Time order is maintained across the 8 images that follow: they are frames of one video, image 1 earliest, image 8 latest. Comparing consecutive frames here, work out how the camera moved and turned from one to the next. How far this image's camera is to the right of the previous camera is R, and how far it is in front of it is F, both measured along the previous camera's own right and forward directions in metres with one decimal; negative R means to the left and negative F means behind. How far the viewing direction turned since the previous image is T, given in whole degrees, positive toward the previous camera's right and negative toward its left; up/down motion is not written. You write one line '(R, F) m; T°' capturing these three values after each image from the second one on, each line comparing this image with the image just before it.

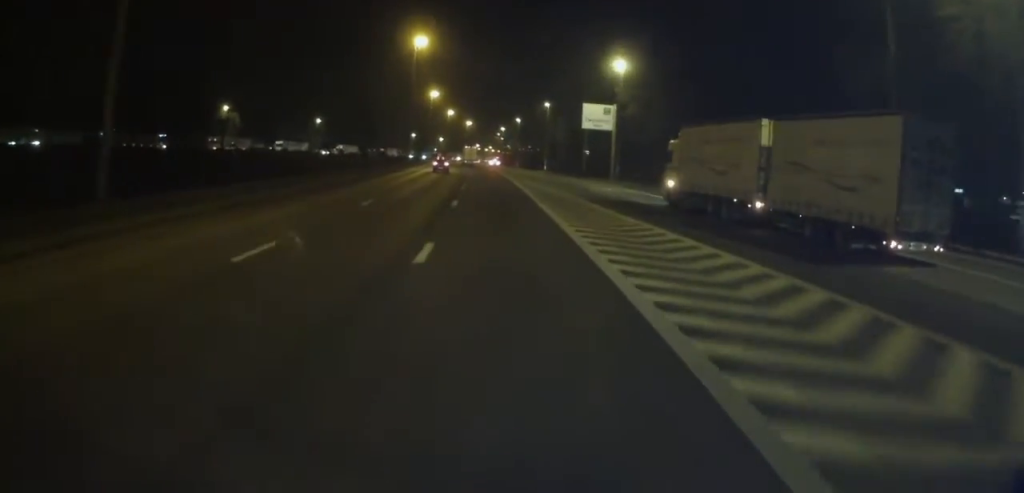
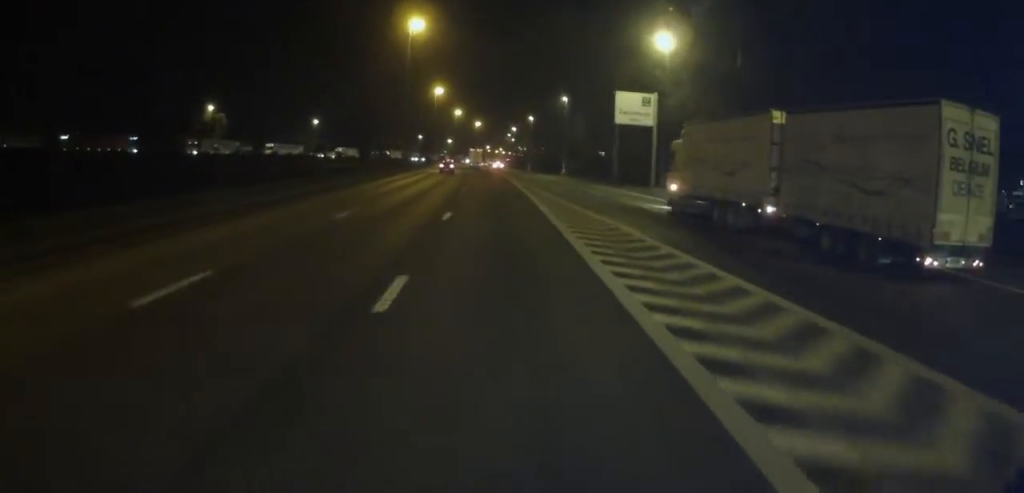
(-0.4, +16.2) m; -2°
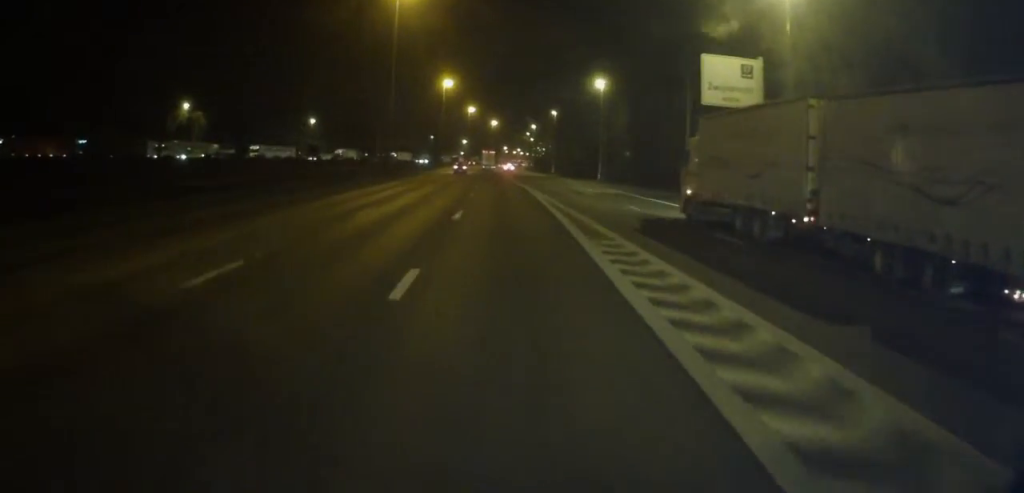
(-0.6, +22.4) m; -2°
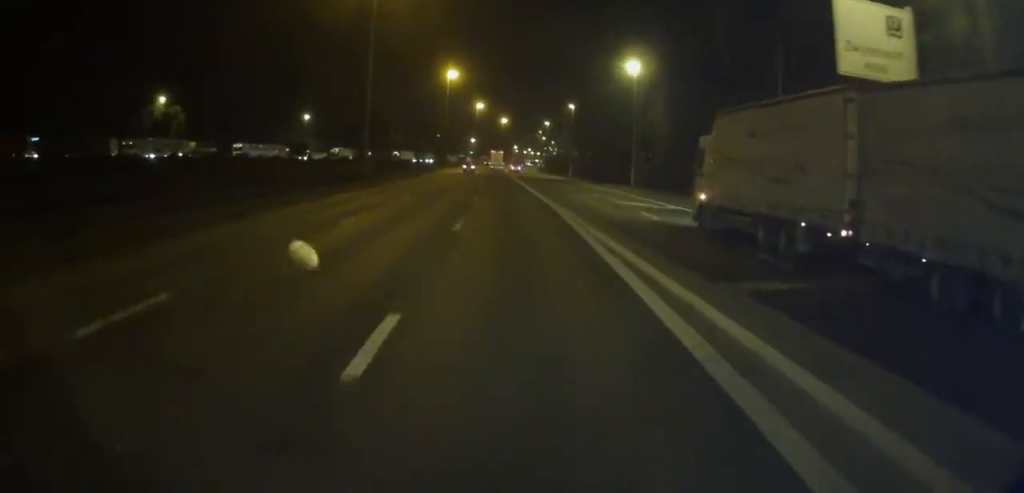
(-0.2, +15.4) m; -1°
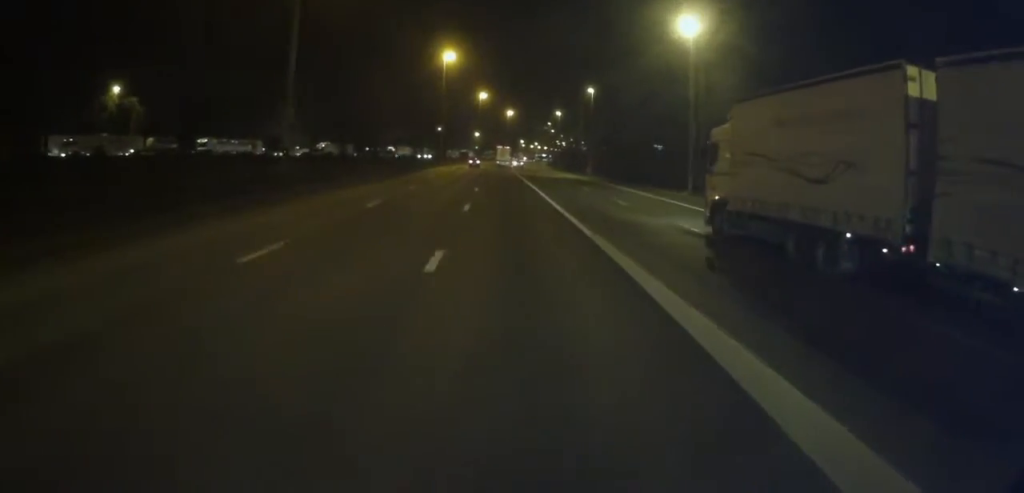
(-0.1, +19.4) m; 0°
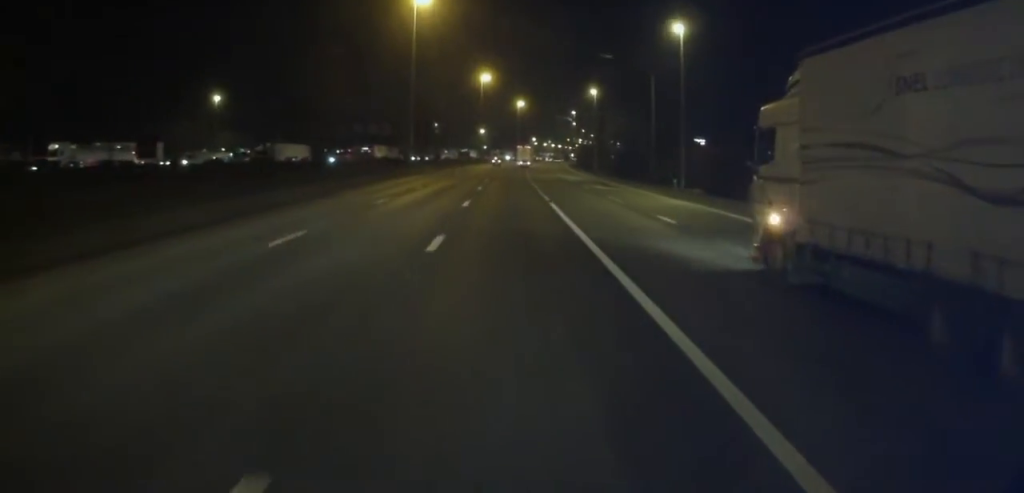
(-0.7, +46.7) m; -1°
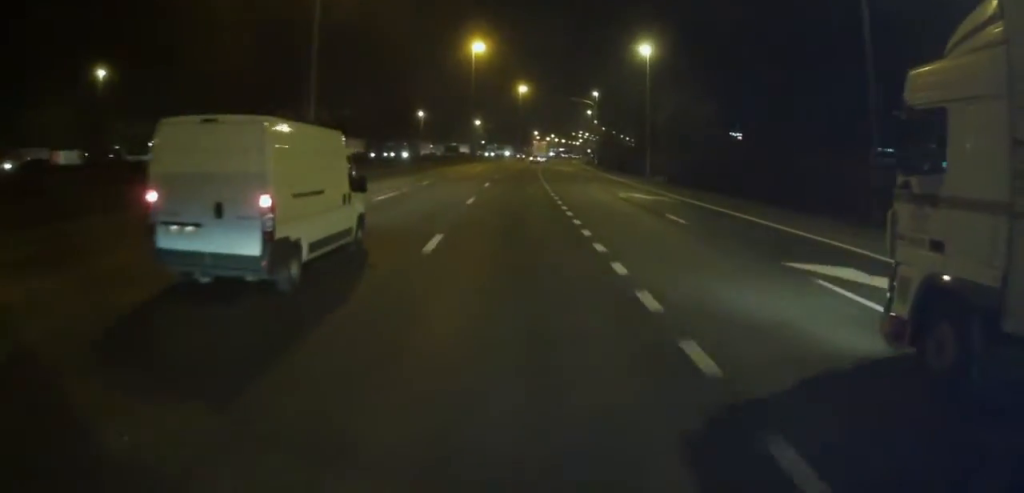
(+0.1, +37.5) m; -1°
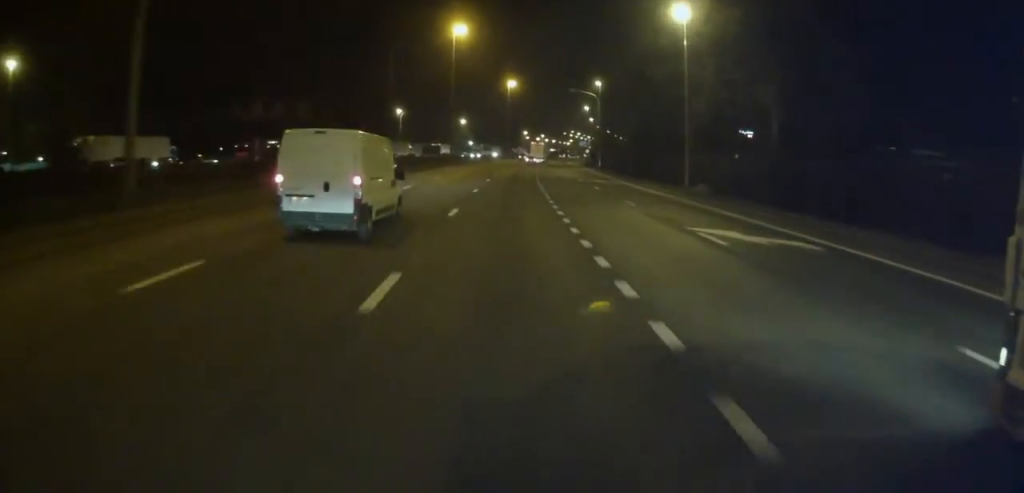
(-0.1, +17.2) m; 0°
